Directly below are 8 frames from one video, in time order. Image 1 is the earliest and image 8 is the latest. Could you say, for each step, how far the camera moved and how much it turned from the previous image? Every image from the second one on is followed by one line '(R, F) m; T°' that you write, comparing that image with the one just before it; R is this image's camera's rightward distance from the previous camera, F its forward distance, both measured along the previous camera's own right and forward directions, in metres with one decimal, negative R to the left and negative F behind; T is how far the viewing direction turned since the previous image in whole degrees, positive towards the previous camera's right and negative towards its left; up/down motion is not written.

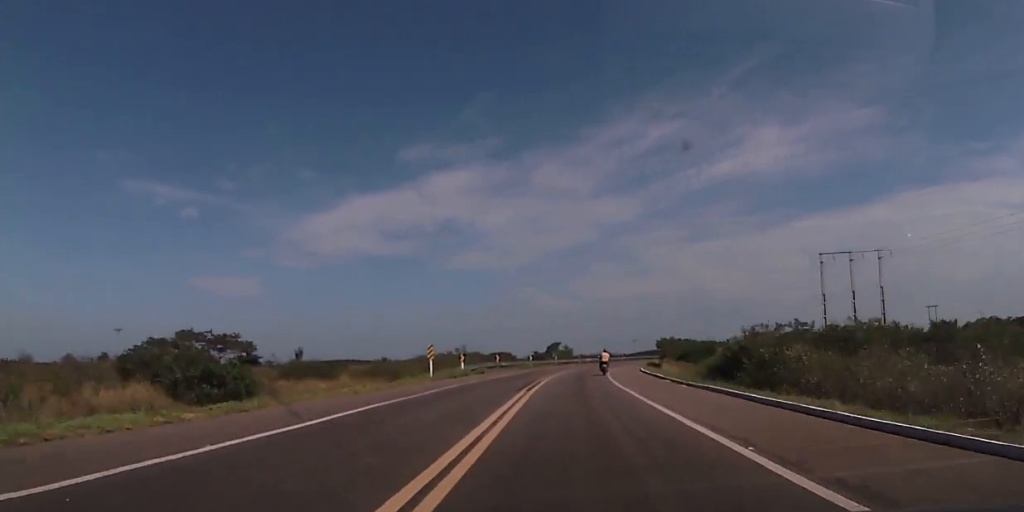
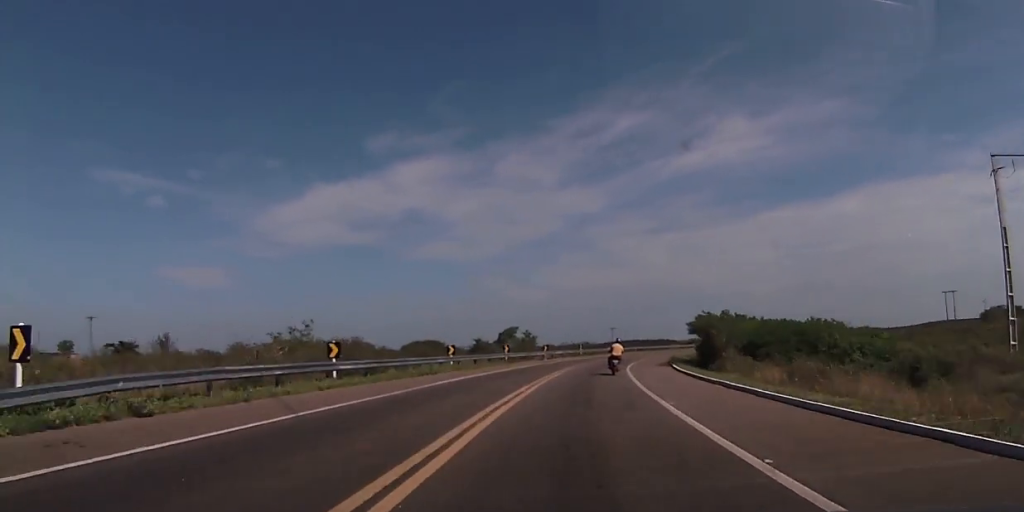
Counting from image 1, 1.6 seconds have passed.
(+0.8, +42.8) m; +2°
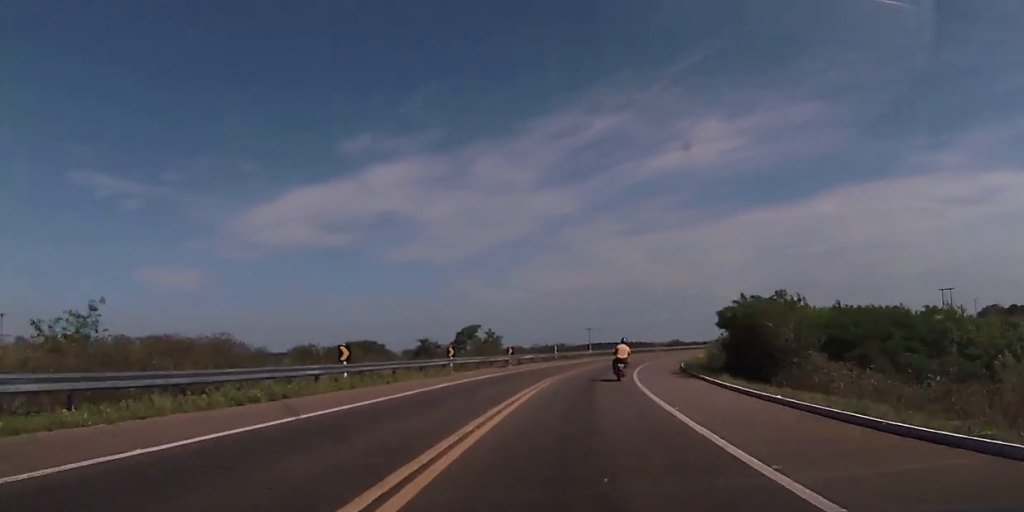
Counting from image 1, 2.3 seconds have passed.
(+0.2, +17.4) m; +1°
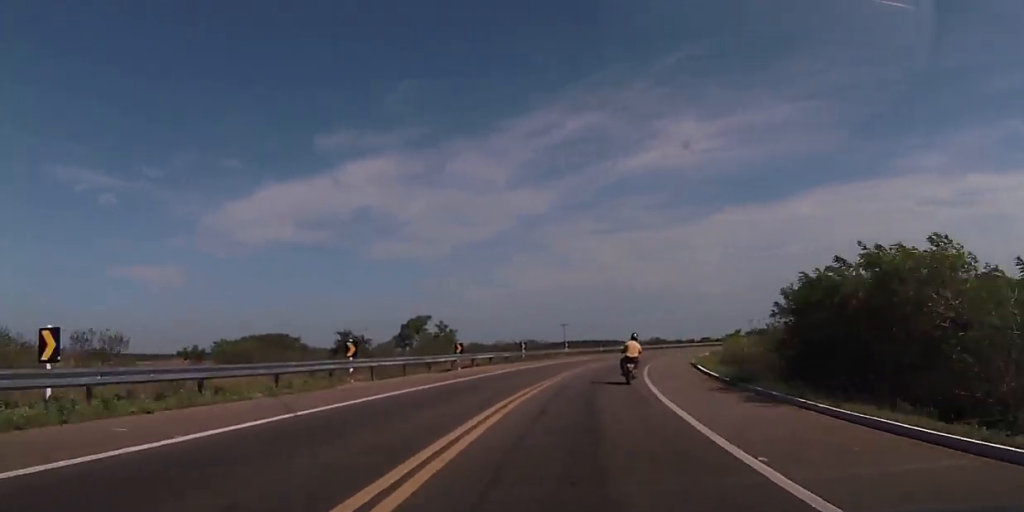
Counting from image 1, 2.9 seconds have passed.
(+0.1, +15.4) m; +1°
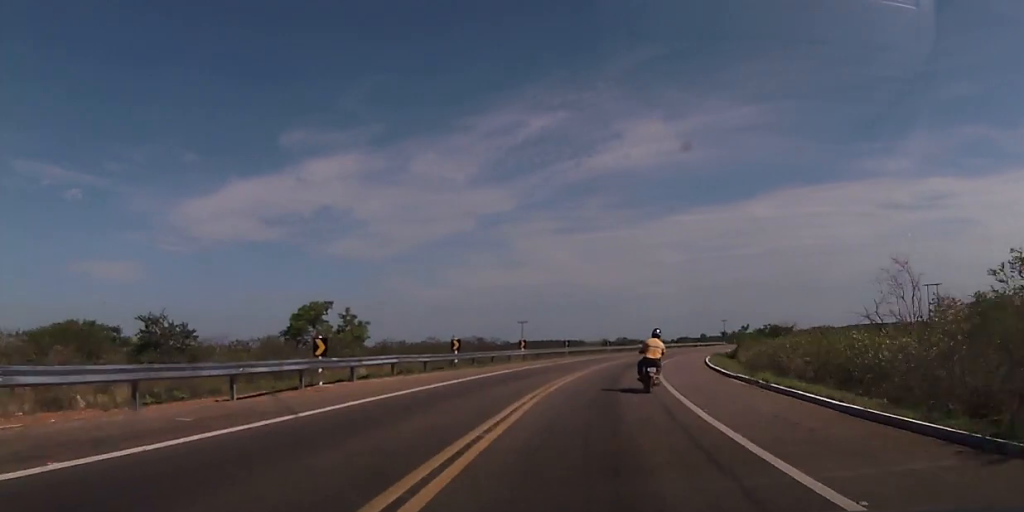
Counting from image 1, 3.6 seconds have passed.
(+0.2, +18.7) m; +2°
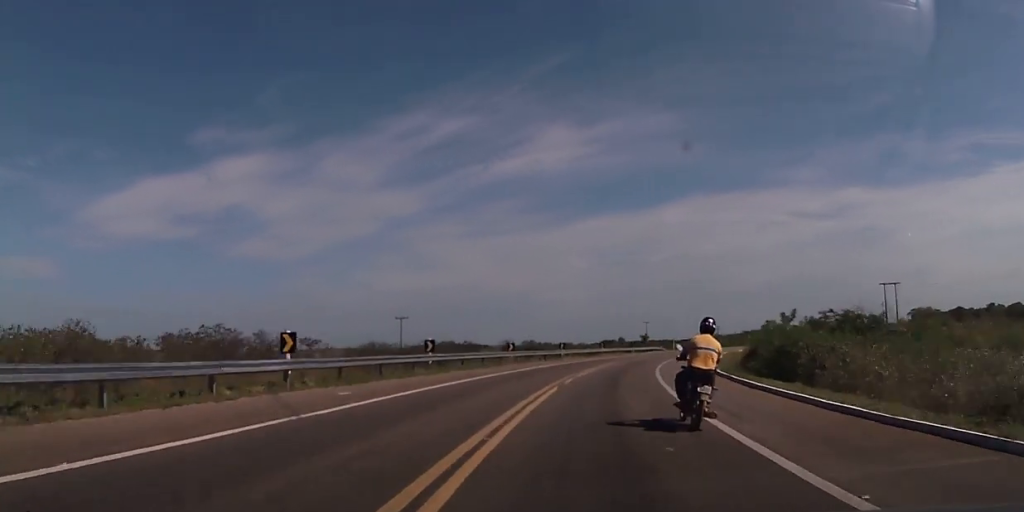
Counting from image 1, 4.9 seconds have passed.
(+1.3, +32.8) m; +6°
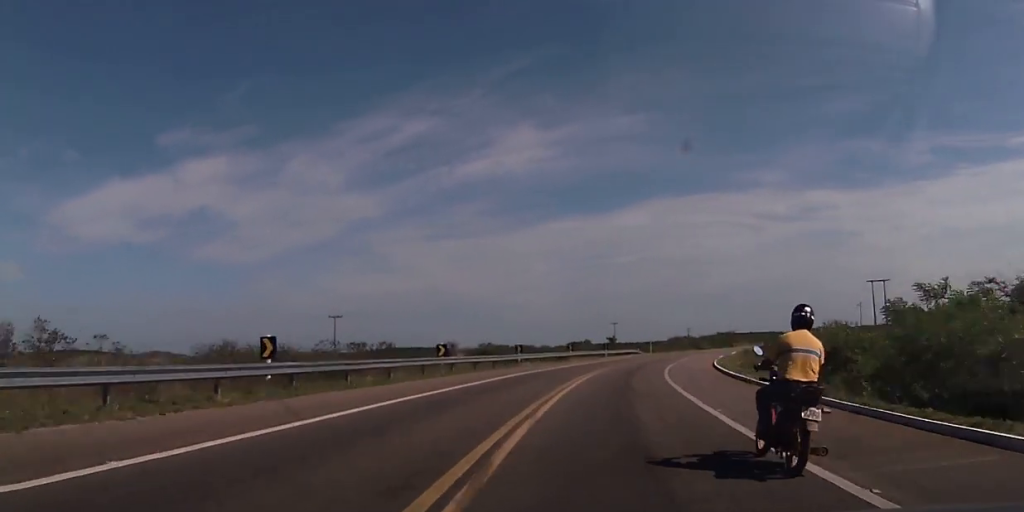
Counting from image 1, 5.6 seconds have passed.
(+0.5, +15.8) m; +4°
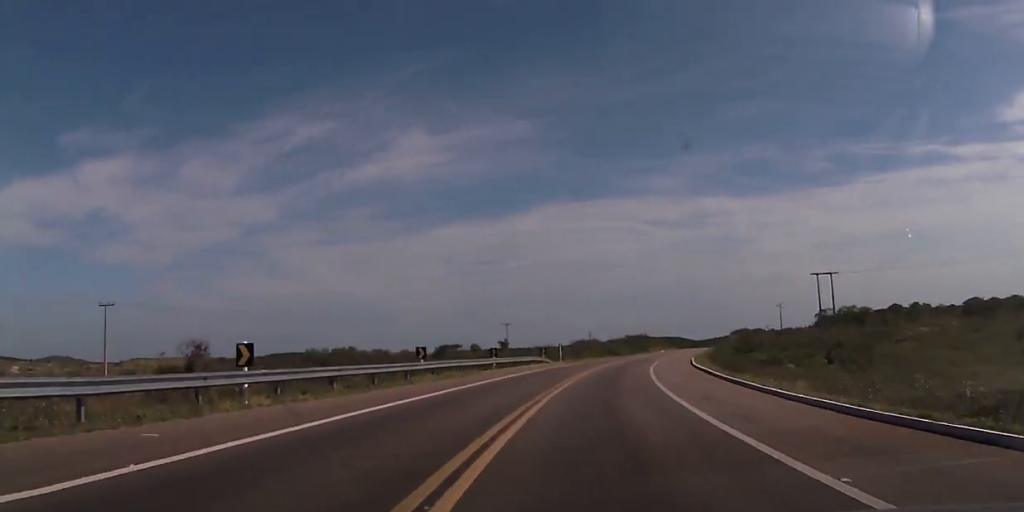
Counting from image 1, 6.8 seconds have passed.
(+2.2, +31.3) m; +8°
